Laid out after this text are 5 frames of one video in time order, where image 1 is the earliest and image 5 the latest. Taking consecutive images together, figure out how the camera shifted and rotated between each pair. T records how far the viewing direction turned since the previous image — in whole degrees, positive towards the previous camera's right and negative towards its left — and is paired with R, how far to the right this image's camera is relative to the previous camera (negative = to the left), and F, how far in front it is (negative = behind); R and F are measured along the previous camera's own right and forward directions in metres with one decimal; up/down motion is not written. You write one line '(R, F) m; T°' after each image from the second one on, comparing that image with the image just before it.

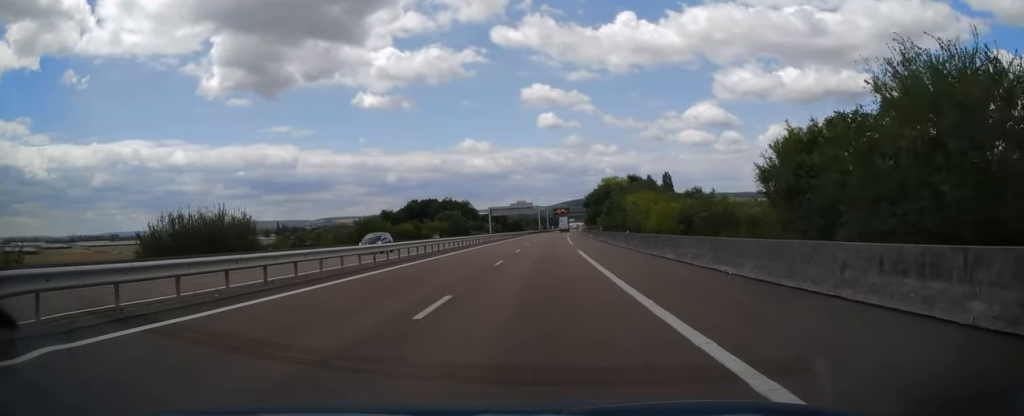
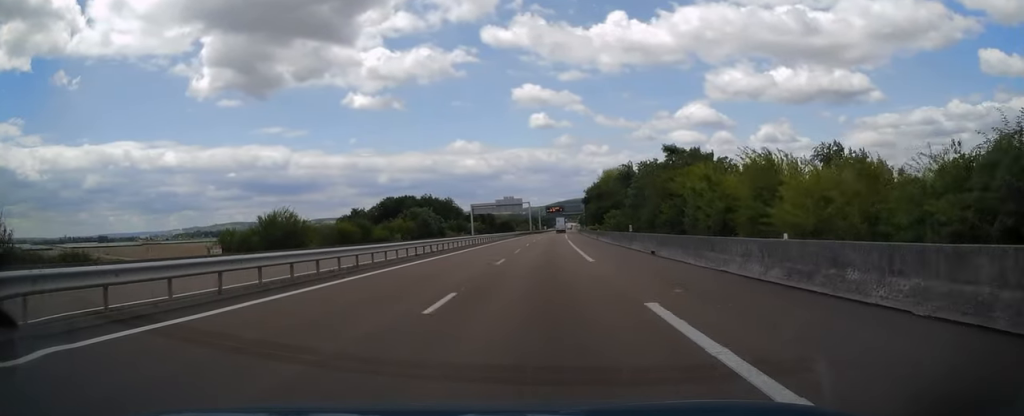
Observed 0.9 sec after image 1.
(+0.2, +26.3) m; +1°
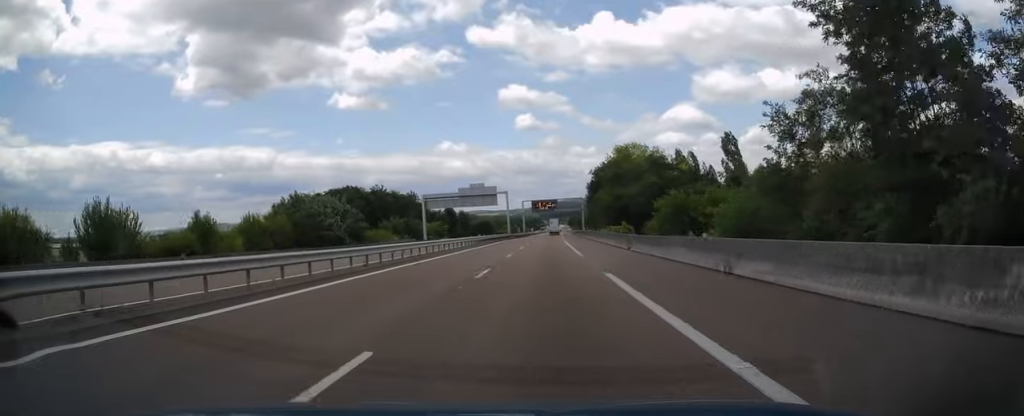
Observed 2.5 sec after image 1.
(+0.4, +46.6) m; +1°
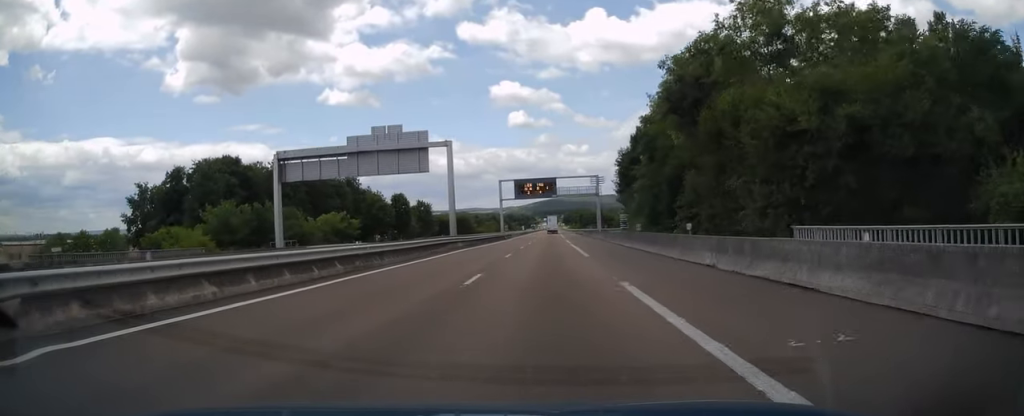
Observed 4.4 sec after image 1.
(+0.8, +56.4) m; +2°
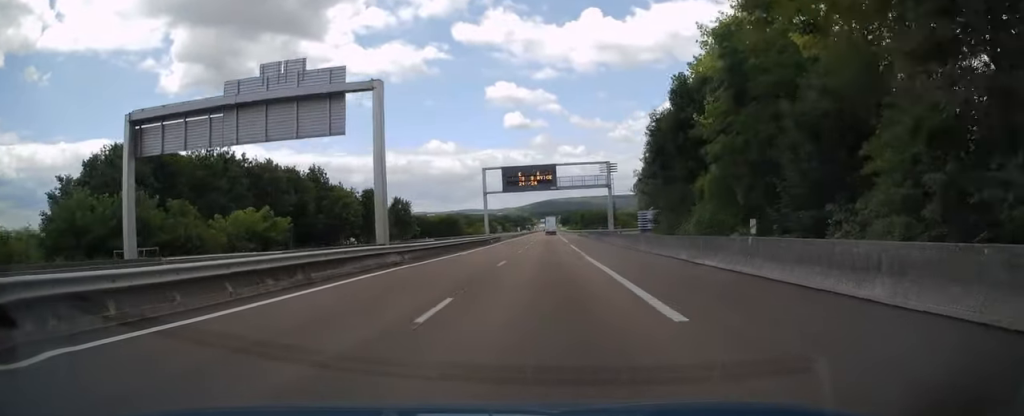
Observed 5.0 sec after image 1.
(+0.2, +19.3) m; 0°
